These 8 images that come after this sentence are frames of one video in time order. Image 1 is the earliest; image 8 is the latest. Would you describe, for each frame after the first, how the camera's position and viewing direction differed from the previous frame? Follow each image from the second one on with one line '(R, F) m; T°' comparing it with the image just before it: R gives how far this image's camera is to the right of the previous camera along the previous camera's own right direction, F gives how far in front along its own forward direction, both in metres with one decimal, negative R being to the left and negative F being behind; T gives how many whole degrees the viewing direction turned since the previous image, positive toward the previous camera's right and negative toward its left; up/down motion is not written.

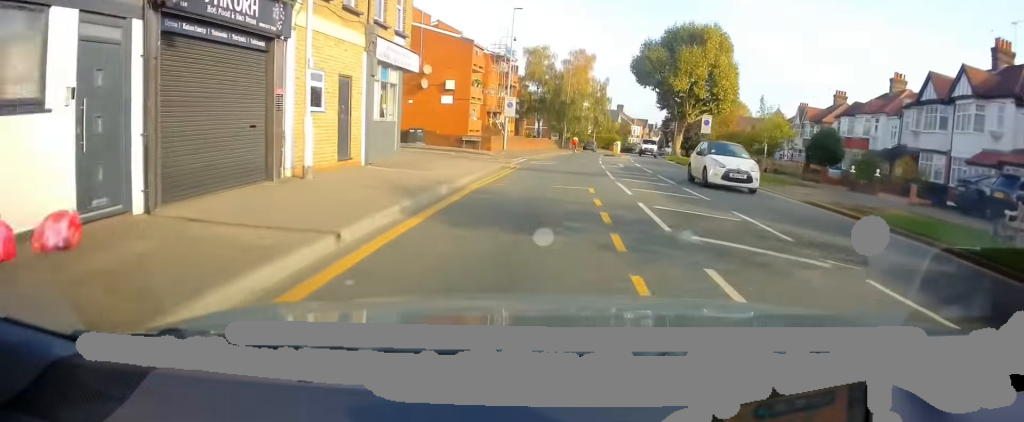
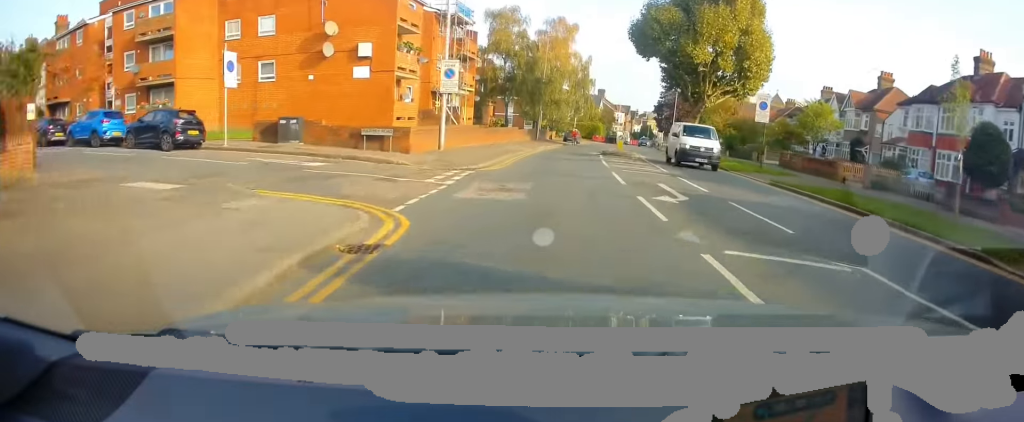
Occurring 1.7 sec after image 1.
(+0.4, +15.6) m; +3°
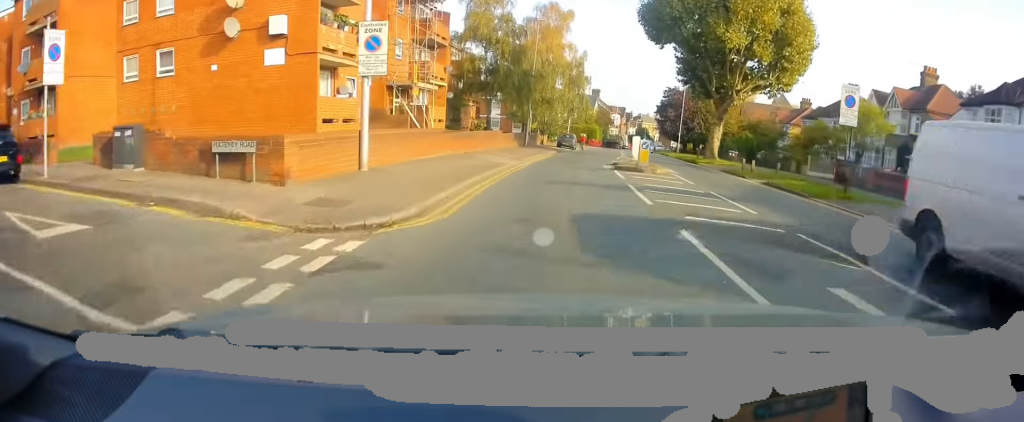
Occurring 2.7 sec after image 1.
(+0.2, +9.1) m; +2°
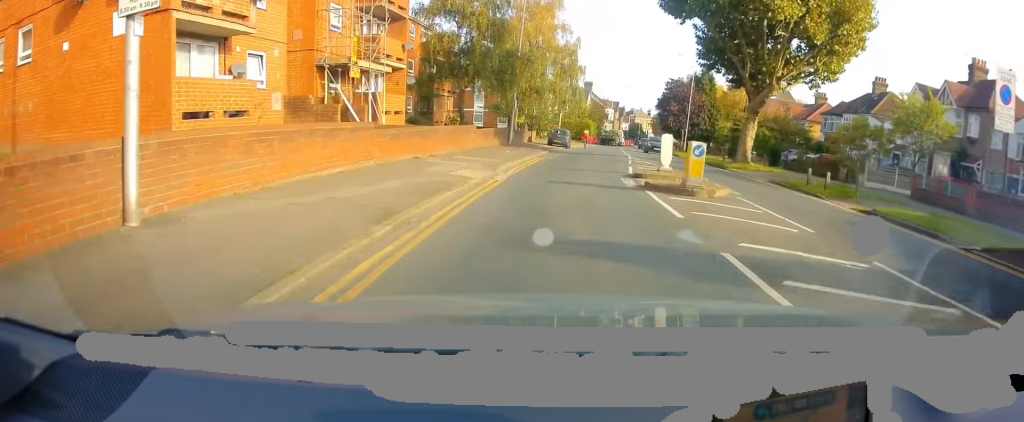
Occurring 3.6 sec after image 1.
(0.0, +8.2) m; +2°
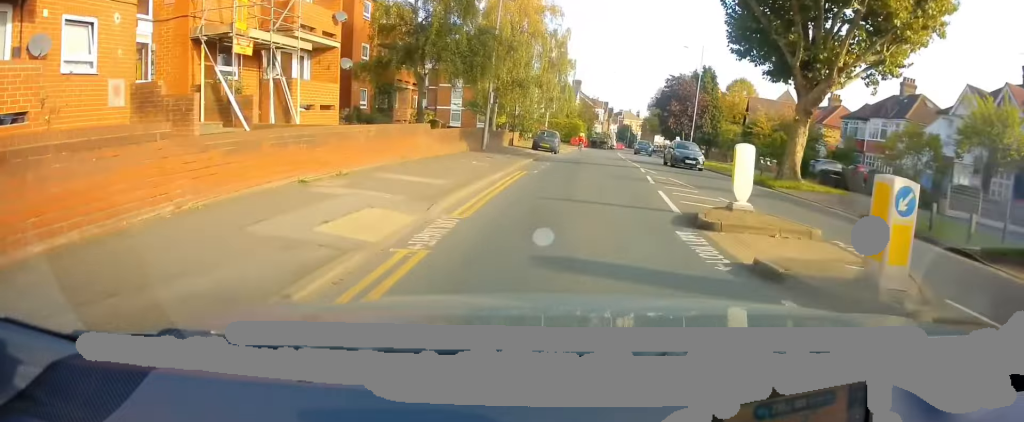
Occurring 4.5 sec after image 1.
(+0.2, +7.8) m; +2°
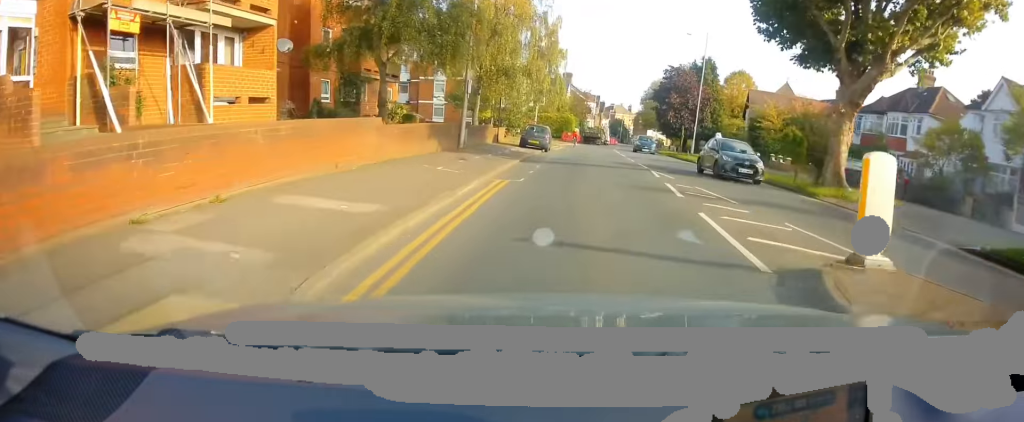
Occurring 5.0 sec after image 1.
(0.0, +4.4) m; +1°
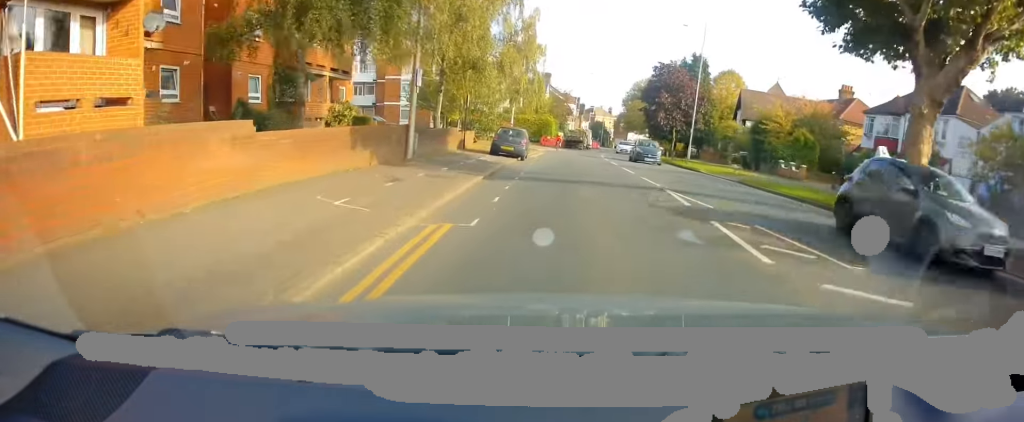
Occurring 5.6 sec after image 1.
(-0.1, +5.5) m; +1°
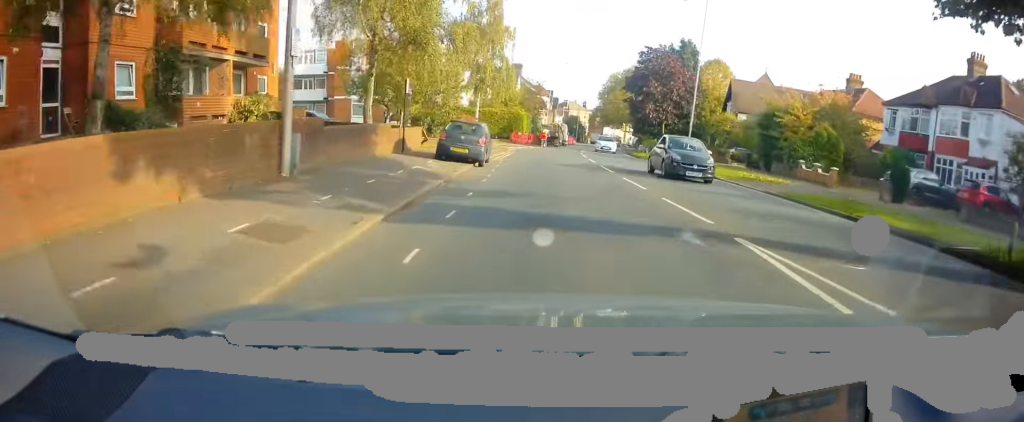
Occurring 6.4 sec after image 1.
(+0.2, +6.9) m; +3°
